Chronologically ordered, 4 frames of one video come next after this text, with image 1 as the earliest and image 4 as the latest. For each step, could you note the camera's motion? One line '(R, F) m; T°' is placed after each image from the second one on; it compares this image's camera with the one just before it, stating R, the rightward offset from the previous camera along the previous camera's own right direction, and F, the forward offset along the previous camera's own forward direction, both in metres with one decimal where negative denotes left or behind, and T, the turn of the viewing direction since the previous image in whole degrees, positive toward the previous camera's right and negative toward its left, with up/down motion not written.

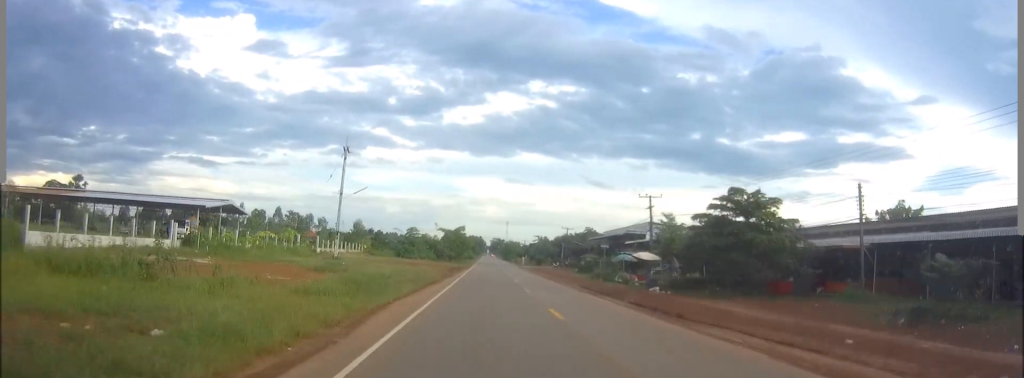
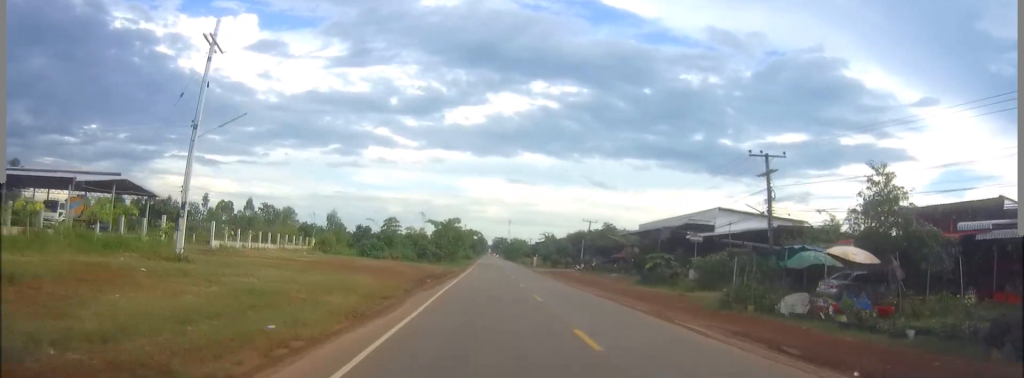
(-0.1, +30.1) m; 0°
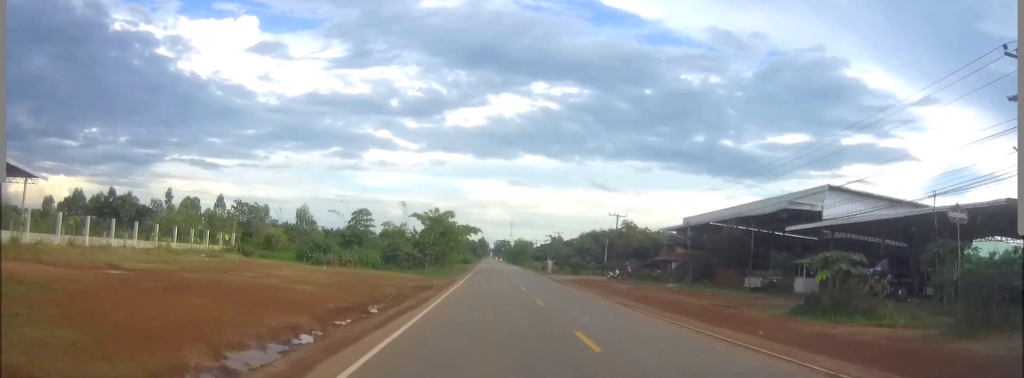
(-0.1, +24.5) m; 0°
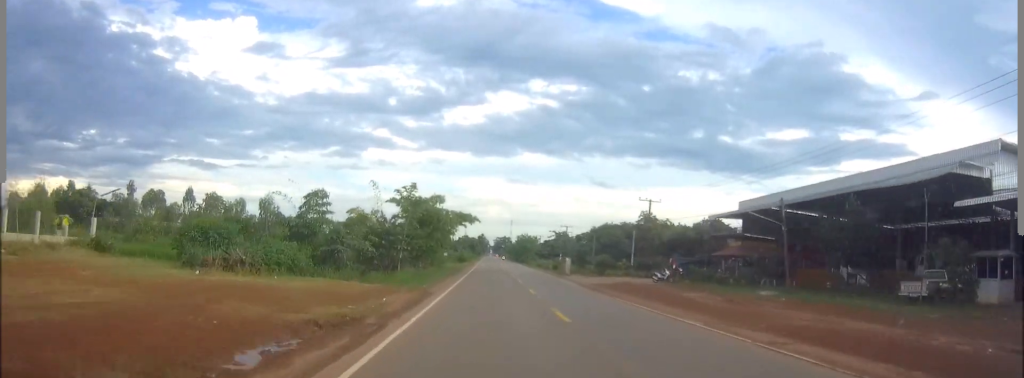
(0.0, +19.5) m; 0°
